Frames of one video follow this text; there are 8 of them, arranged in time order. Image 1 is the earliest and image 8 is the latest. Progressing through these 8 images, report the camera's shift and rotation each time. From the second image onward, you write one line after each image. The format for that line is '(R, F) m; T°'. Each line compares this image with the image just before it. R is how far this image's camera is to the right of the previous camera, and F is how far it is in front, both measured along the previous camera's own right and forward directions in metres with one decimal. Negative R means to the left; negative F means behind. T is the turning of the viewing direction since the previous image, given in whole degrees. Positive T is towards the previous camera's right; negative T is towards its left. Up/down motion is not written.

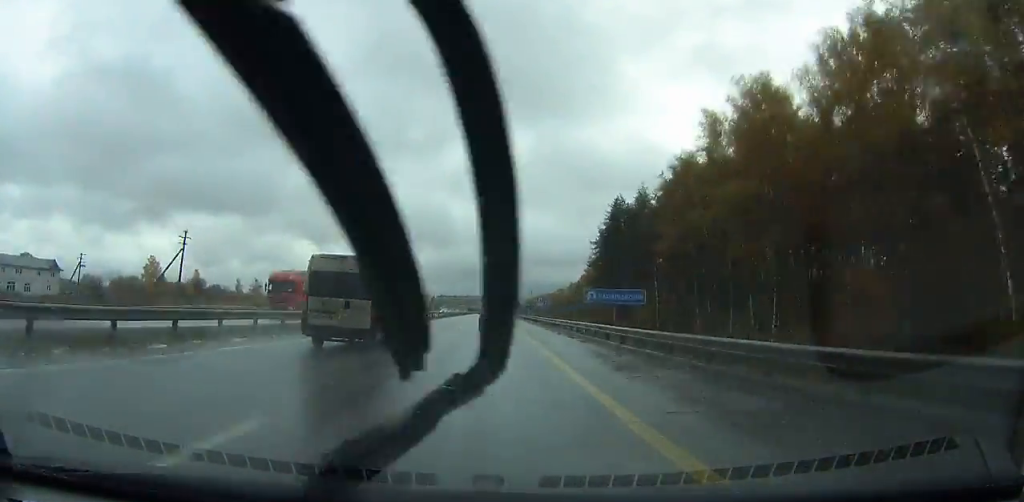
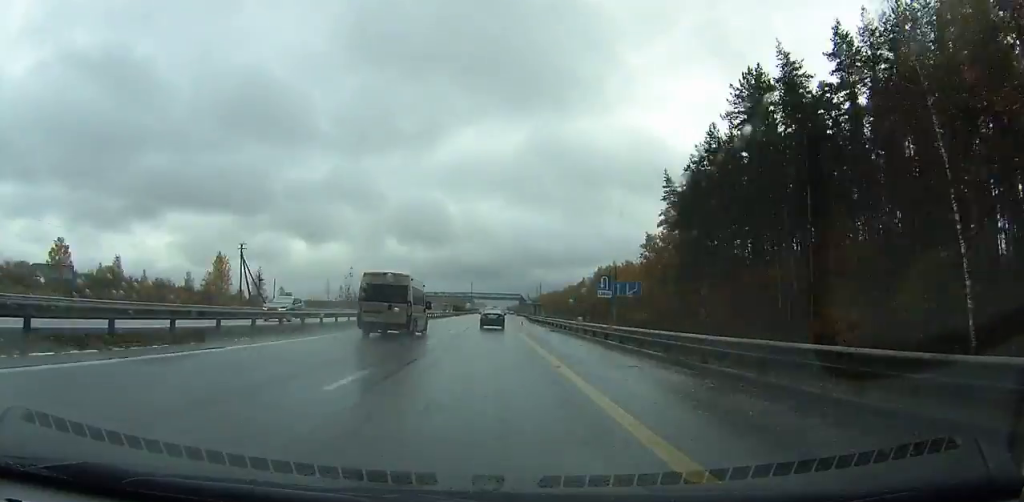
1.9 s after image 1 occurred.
(0.0, +55.5) m; 0°
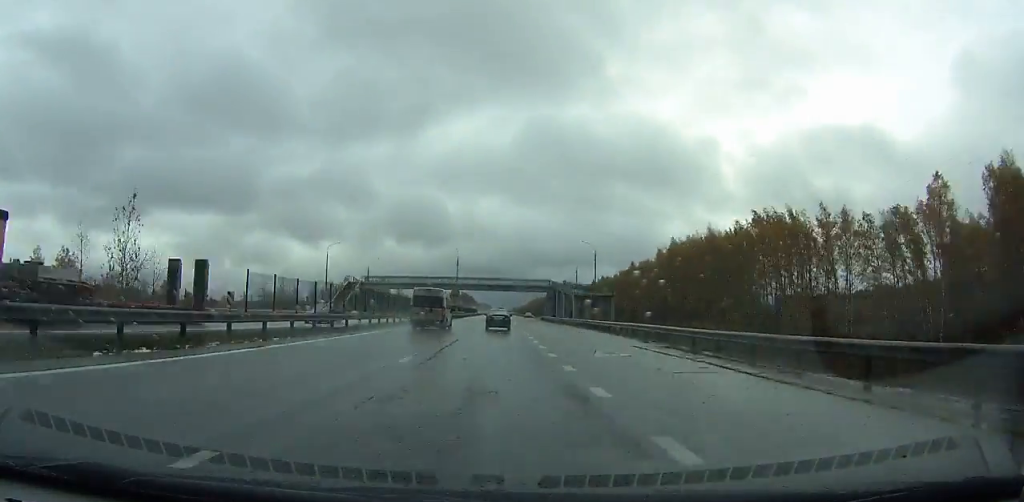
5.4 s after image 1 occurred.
(-0.2, +101.1) m; 0°
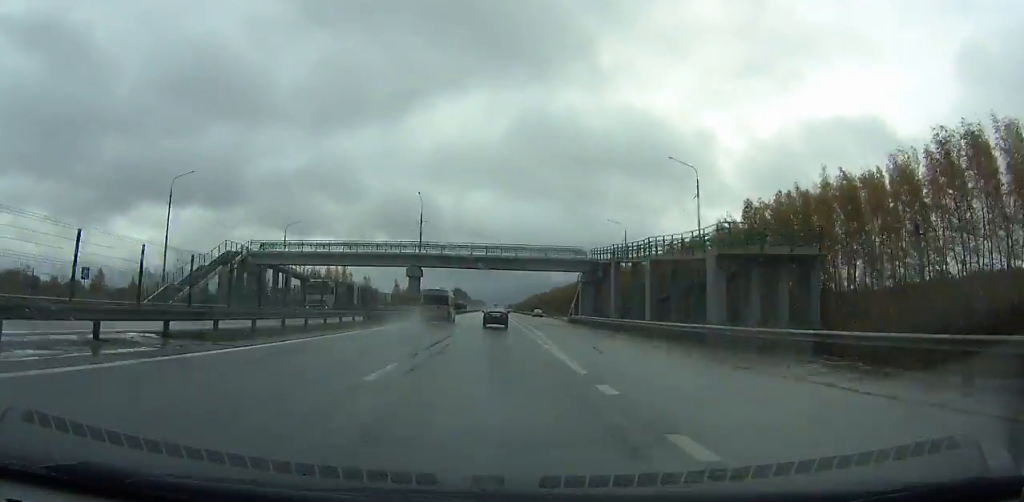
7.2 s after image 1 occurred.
(-0.1, +51.6) m; 0°
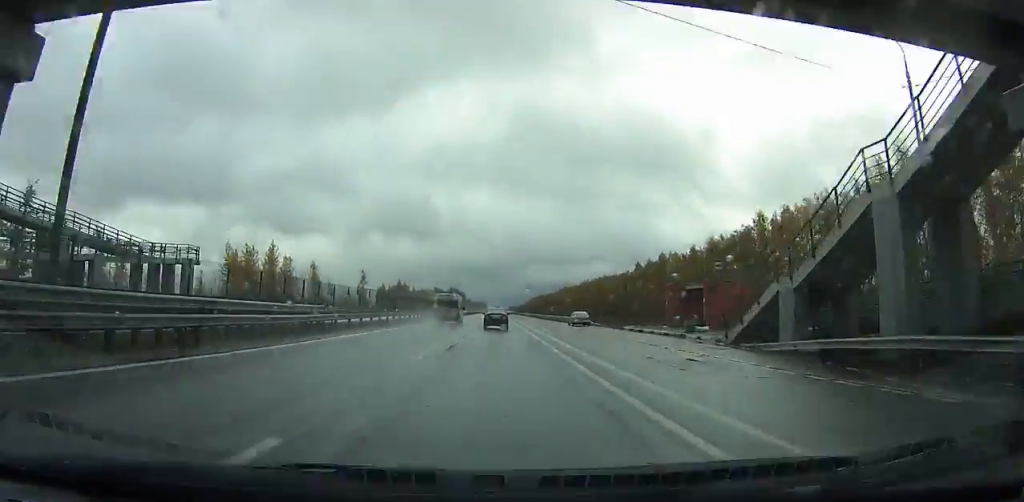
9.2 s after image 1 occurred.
(+0.1, +57.0) m; 0°
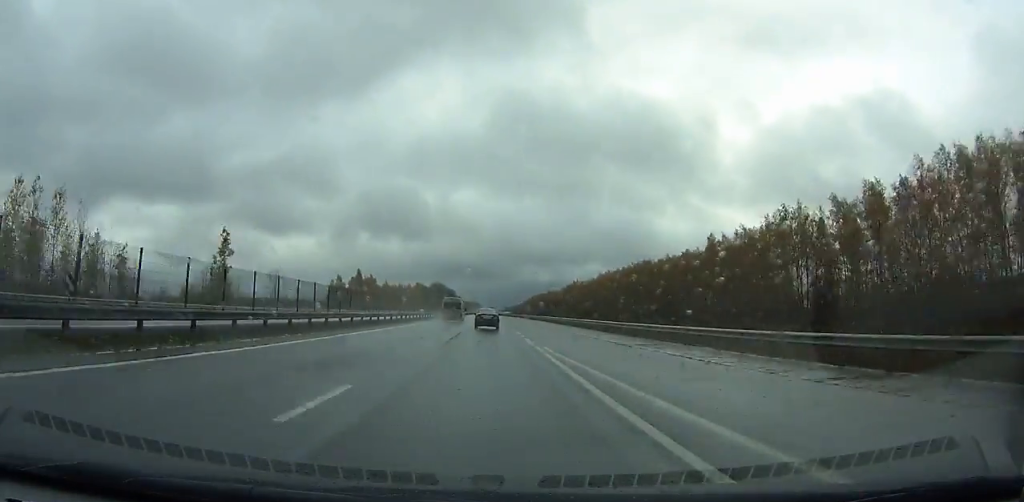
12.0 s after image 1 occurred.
(+0.2, +79.3) m; 0°
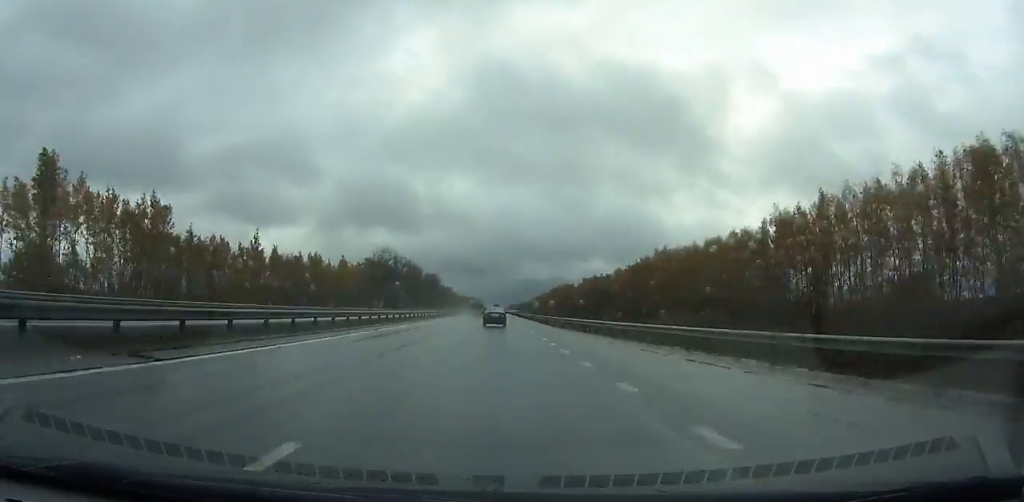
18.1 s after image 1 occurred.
(-0.1, +171.0) m; 0°
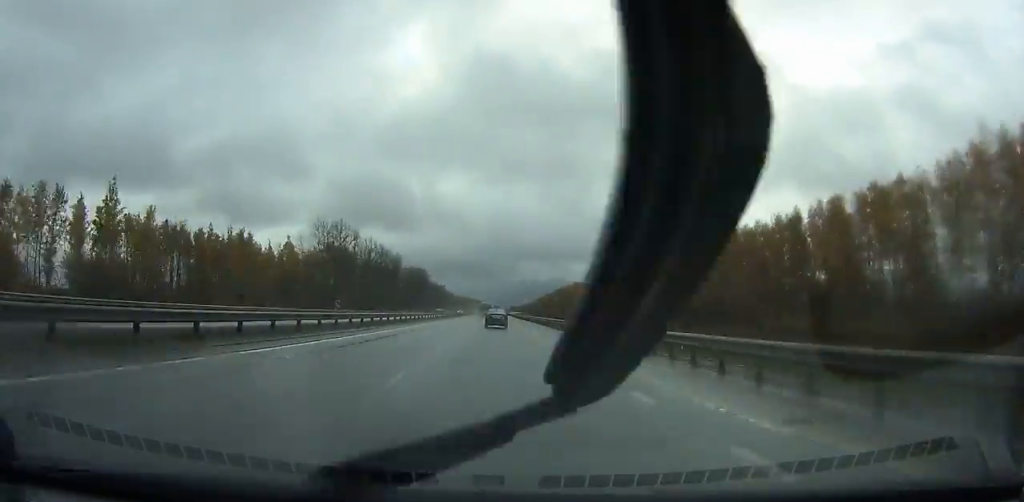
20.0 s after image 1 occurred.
(0.0, +52.6) m; 0°
